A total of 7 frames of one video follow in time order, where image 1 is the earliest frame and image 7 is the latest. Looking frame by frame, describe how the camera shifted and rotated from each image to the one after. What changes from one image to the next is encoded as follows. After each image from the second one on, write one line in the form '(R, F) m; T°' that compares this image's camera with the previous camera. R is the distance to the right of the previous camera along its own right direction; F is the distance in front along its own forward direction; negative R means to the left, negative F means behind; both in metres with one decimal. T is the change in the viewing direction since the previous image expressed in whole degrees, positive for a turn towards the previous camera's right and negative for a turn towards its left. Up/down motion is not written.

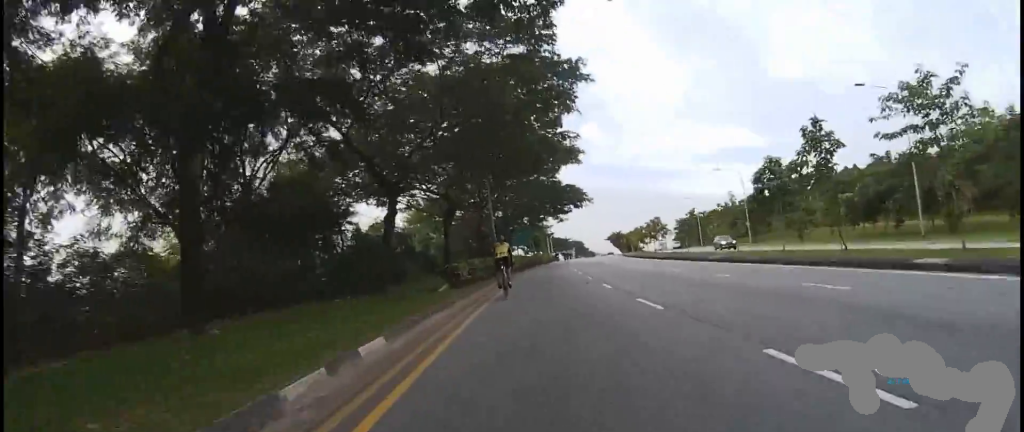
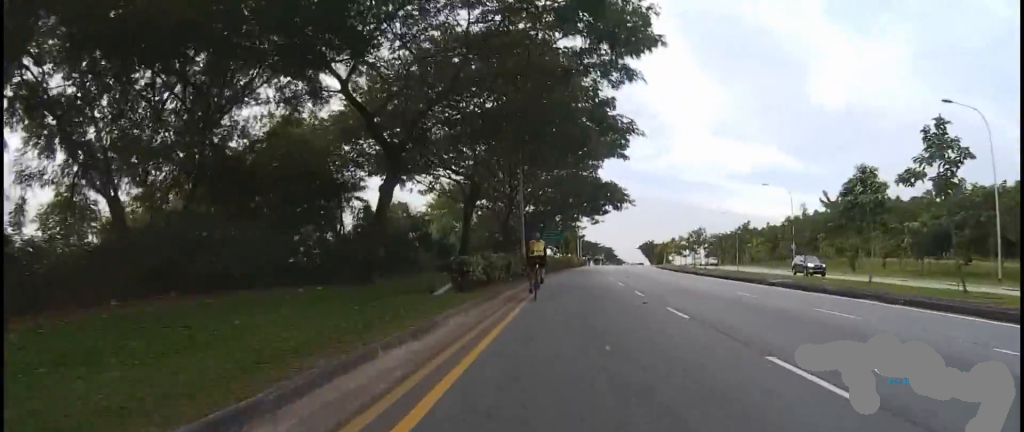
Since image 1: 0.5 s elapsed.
(0.0, +4.9) m; 0°
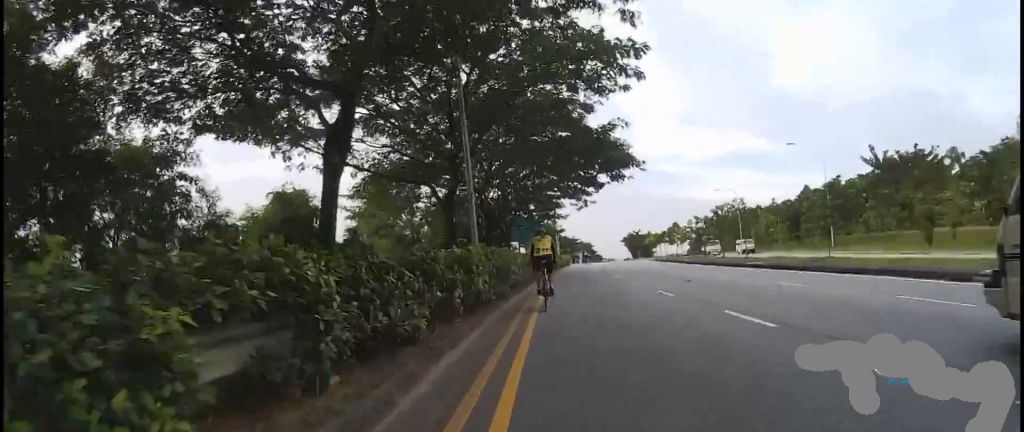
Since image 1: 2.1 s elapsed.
(0.0, +15.6) m; 0°
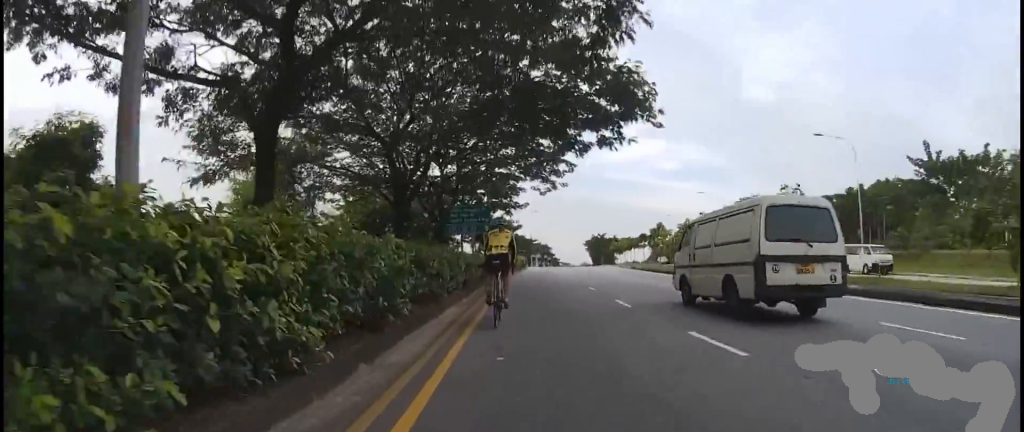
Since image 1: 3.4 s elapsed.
(0.0, +12.8) m; 0°
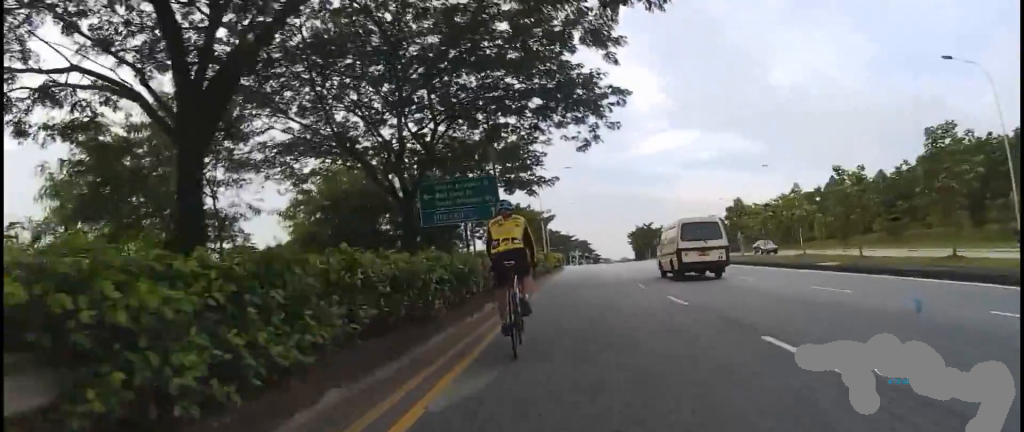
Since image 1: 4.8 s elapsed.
(+0.4, +13.4) m; +6°
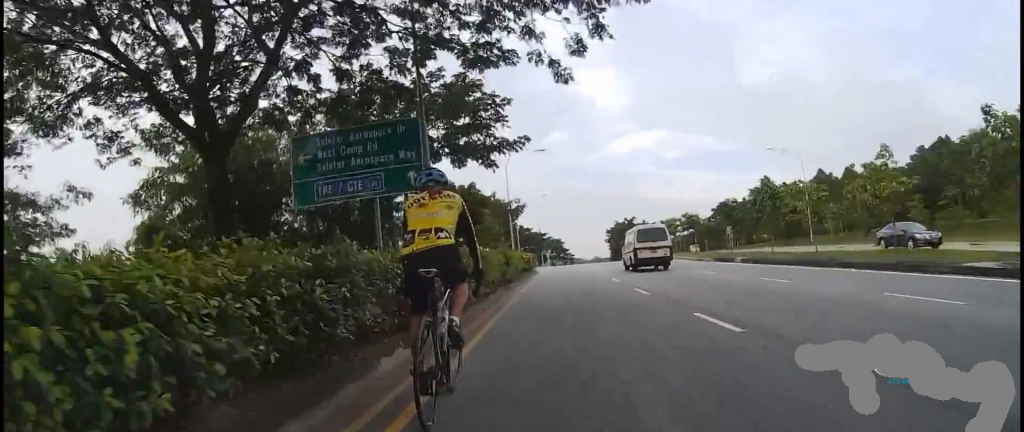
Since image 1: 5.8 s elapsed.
(+0.5, +9.8) m; 0°
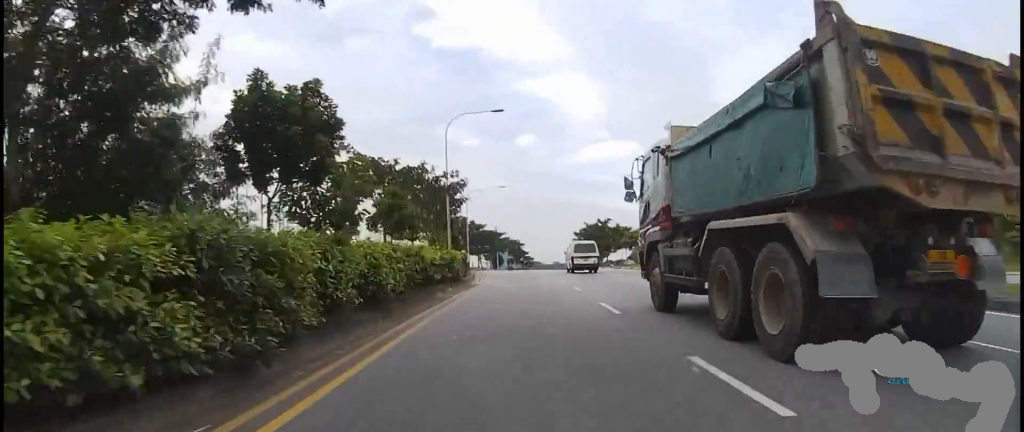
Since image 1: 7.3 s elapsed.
(-0.1, +14.9) m; 0°
